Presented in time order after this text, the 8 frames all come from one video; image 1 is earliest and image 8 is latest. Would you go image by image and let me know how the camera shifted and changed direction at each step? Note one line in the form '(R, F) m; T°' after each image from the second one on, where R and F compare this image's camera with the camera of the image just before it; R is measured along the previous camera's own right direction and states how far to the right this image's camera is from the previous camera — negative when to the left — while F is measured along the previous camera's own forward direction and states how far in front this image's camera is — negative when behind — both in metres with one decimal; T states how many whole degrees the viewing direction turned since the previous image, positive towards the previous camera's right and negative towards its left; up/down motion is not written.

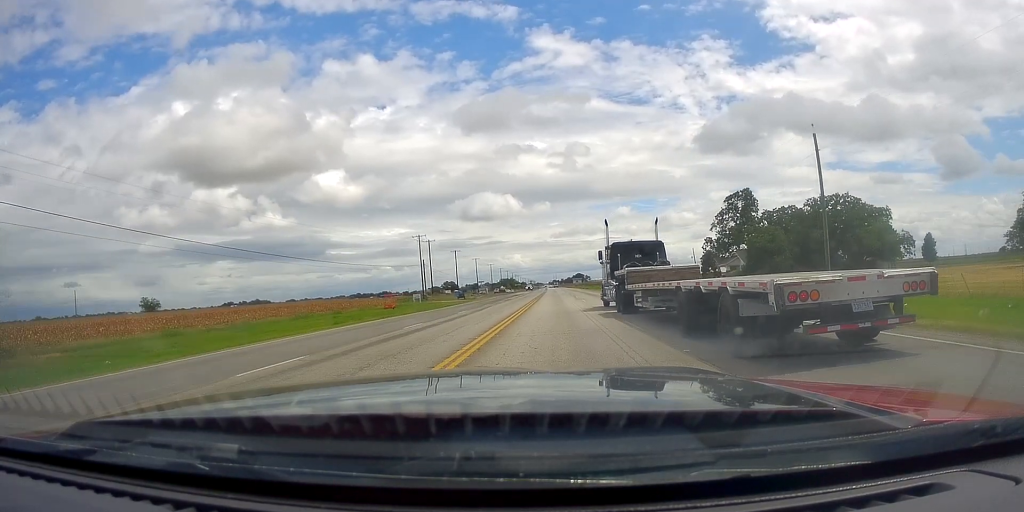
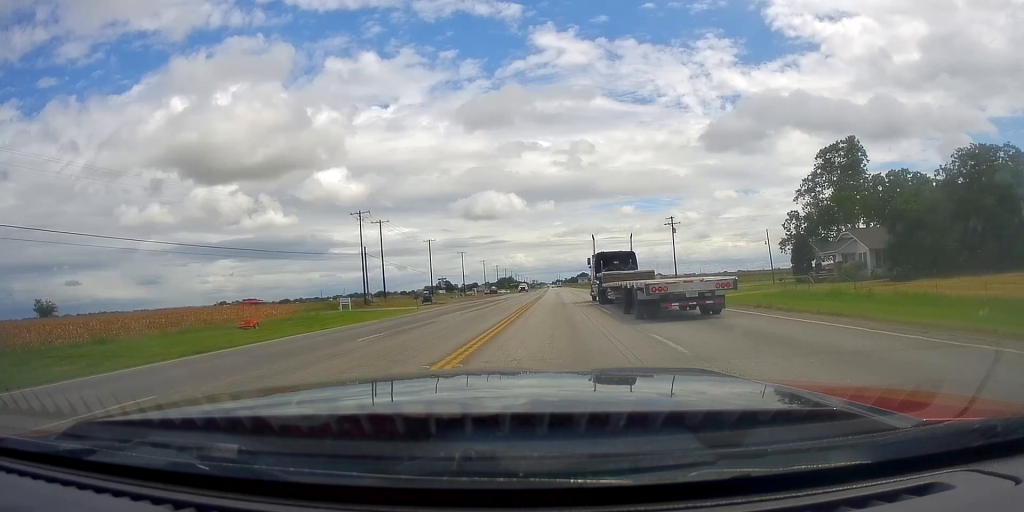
(+1.1, +42.6) m; +1°
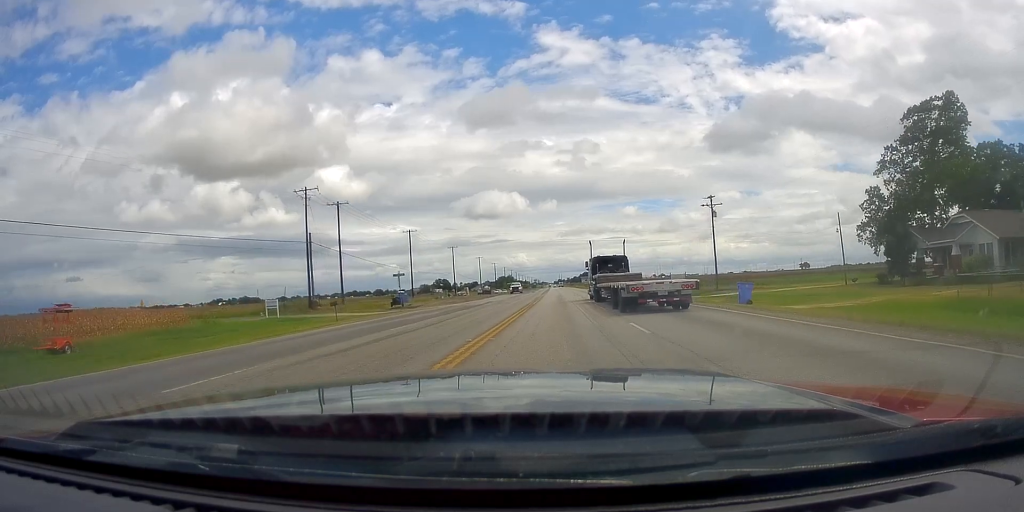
(-0.7, +21.5) m; -2°
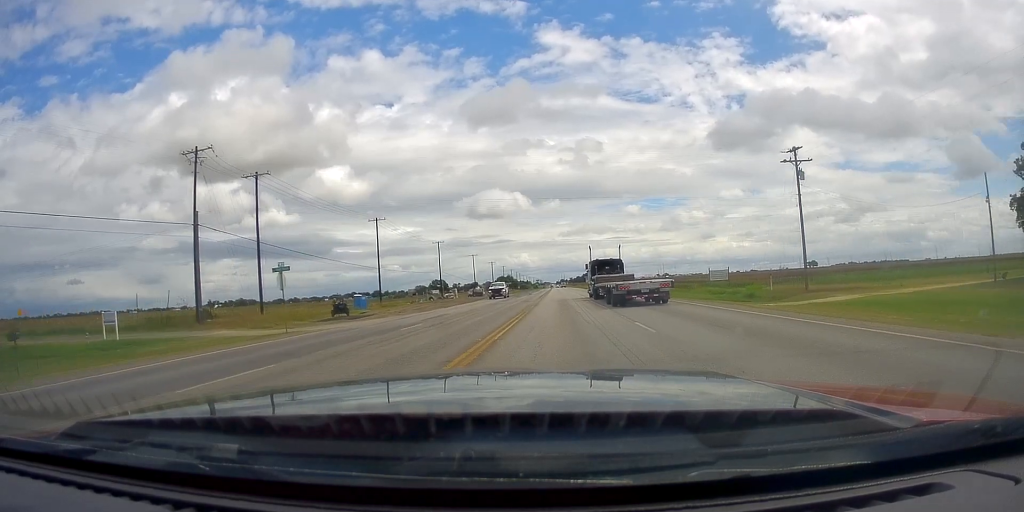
(0.0, +24.3) m; +1°
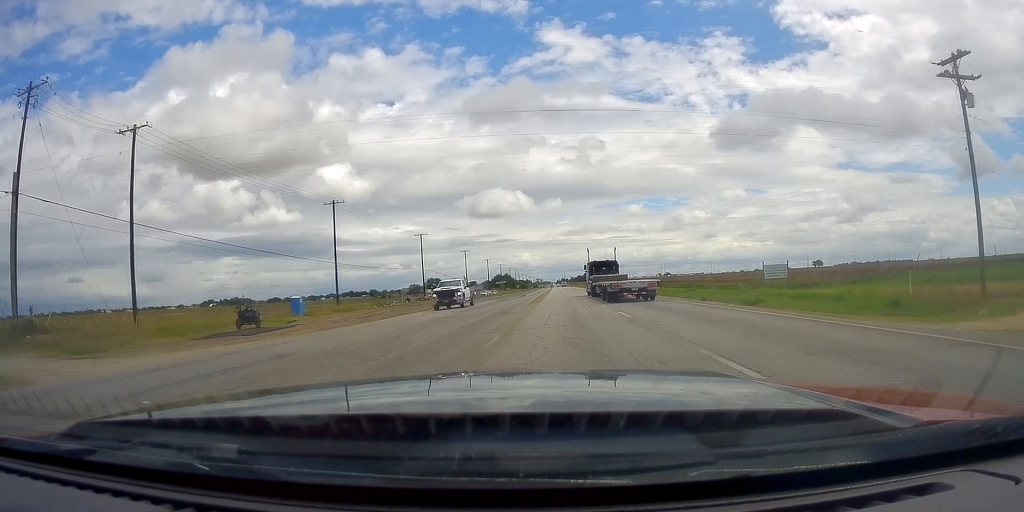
(+0.4, +20.0) m; 0°
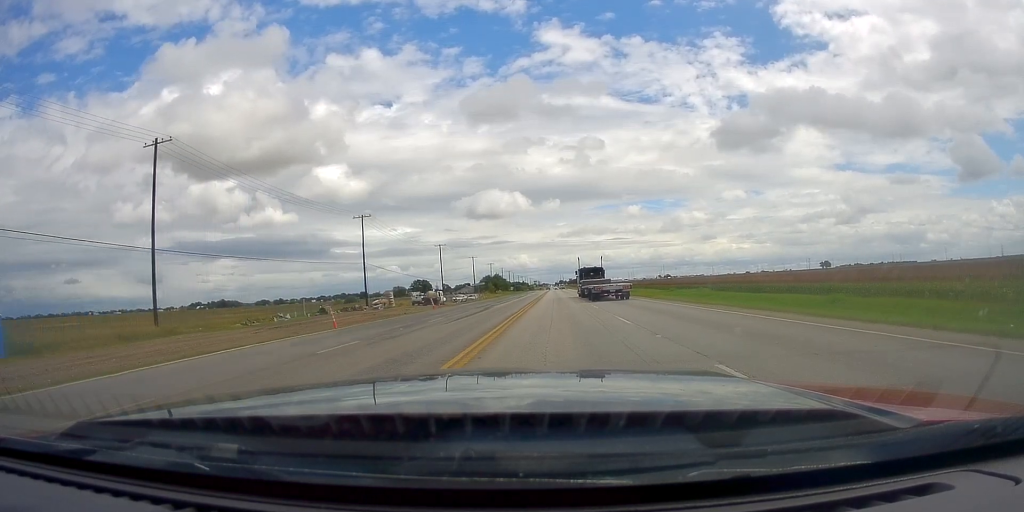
(-0.7, +38.6) m; -1°
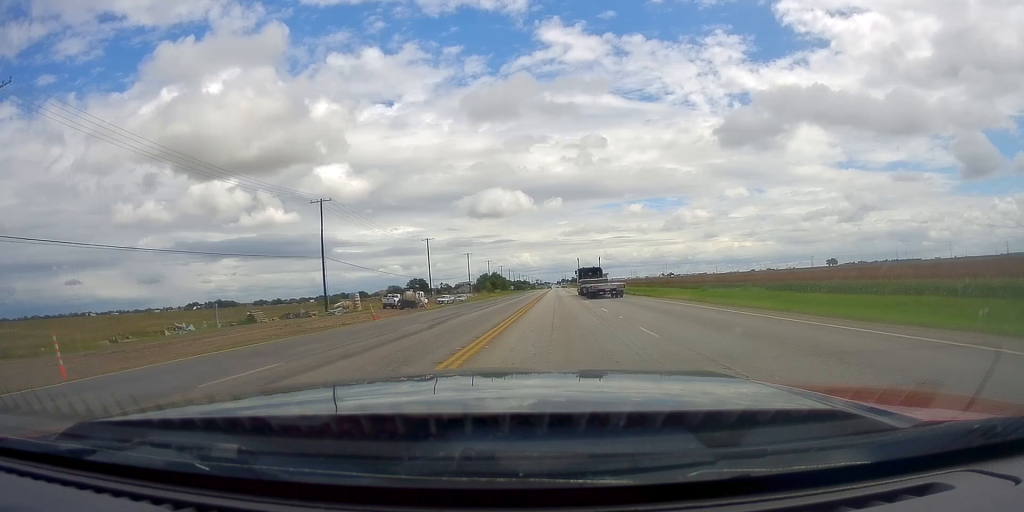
(0.0, +17.5) m; 0°
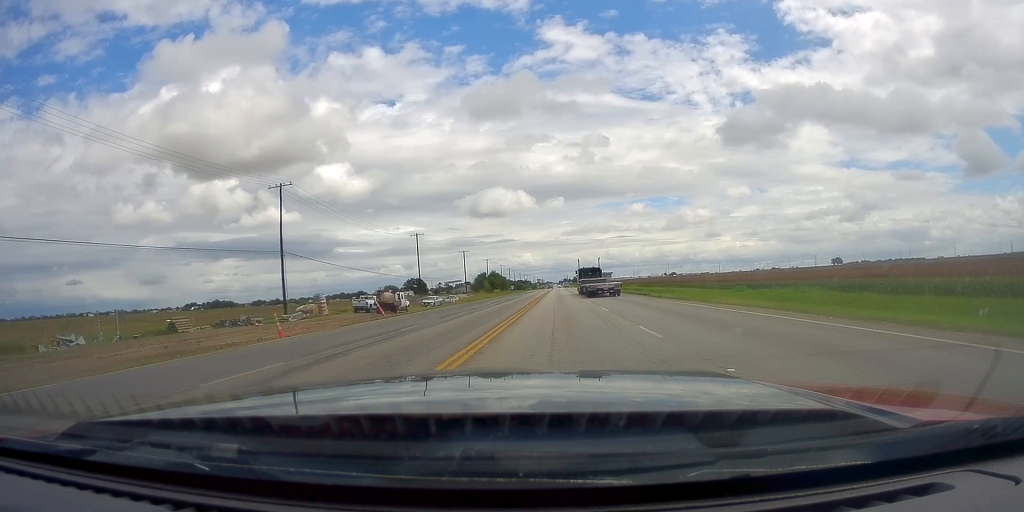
(0.0, +12.3) m; 0°
